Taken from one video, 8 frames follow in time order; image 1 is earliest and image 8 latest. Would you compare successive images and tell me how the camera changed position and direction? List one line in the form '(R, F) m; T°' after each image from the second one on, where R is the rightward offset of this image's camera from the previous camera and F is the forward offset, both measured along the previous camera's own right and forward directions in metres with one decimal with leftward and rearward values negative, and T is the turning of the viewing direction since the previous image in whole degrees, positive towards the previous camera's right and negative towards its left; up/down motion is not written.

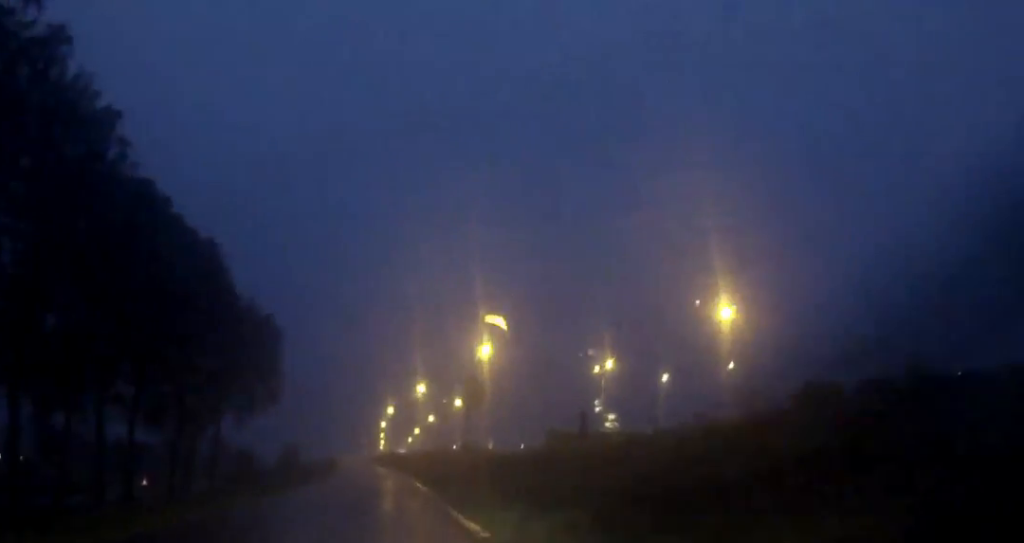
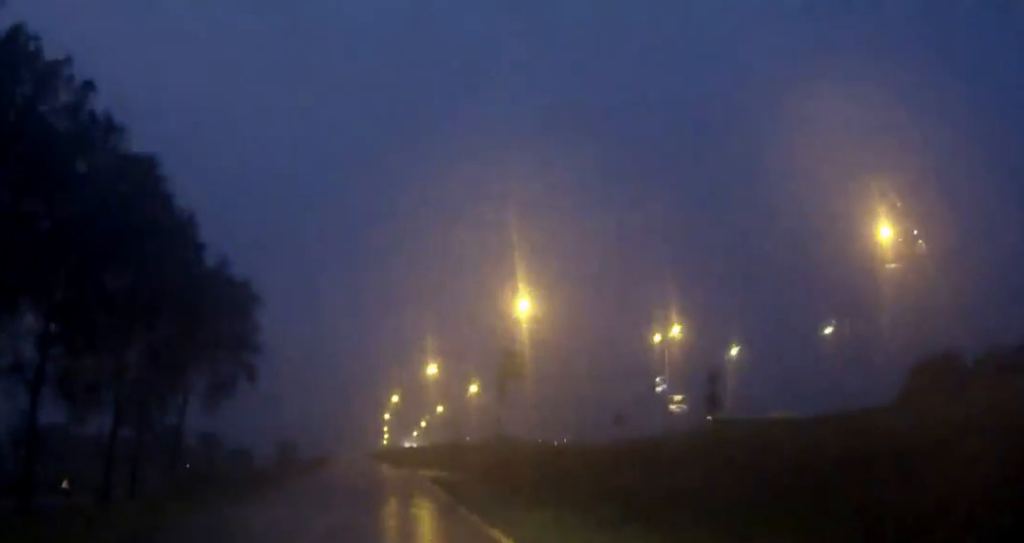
(-0.2, +21.9) m; -1°
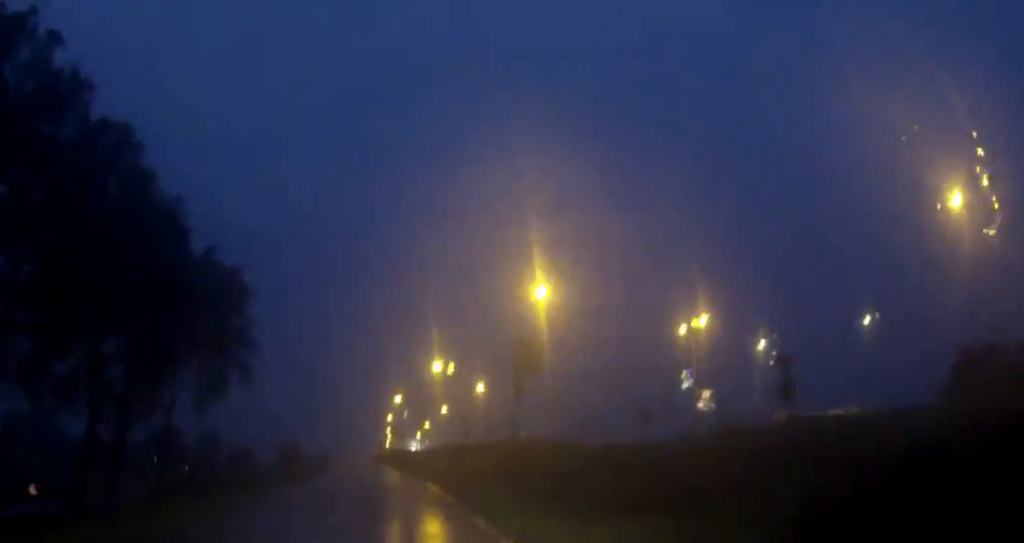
(0.0, +6.4) m; 0°
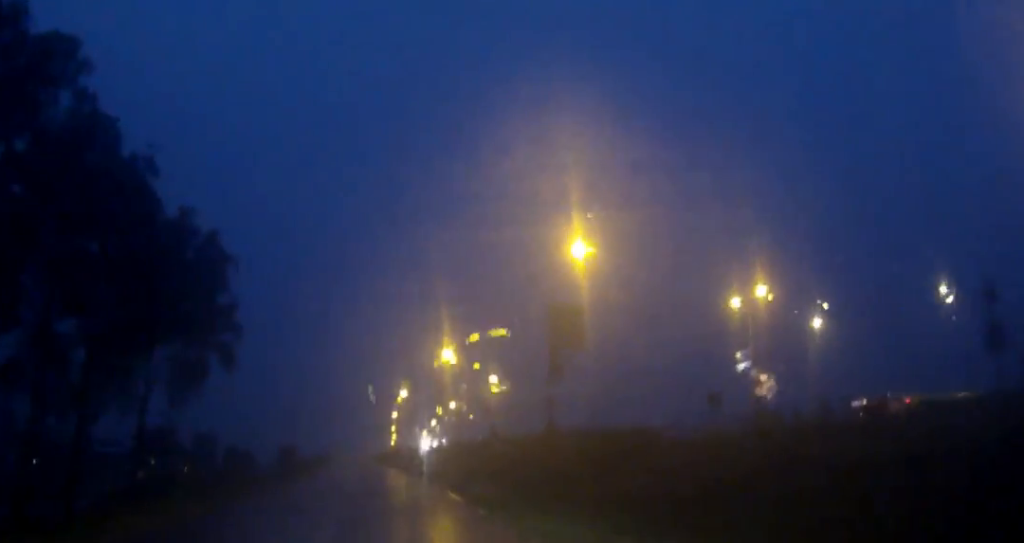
(0.0, +11.2) m; 0°
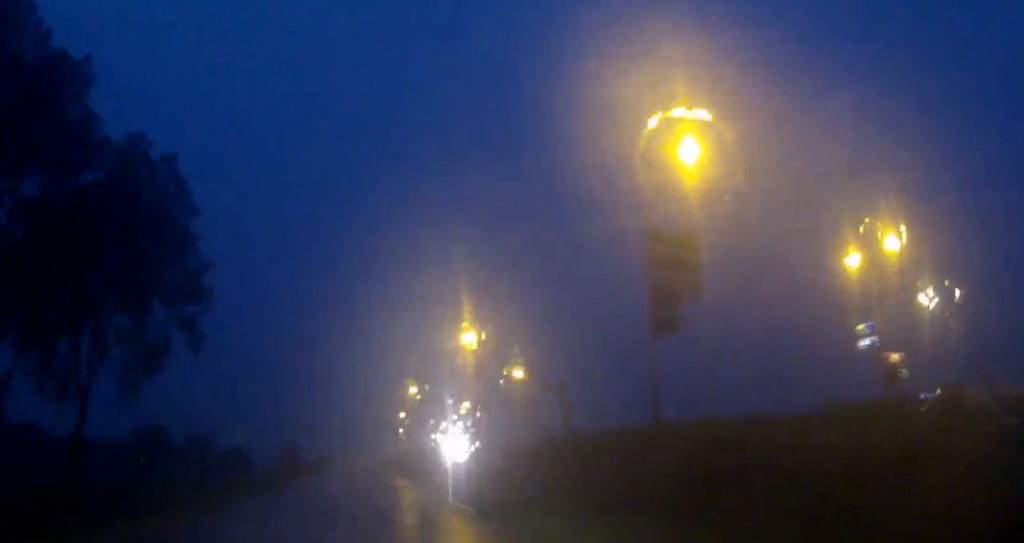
(0.0, +16.7) m; -1°
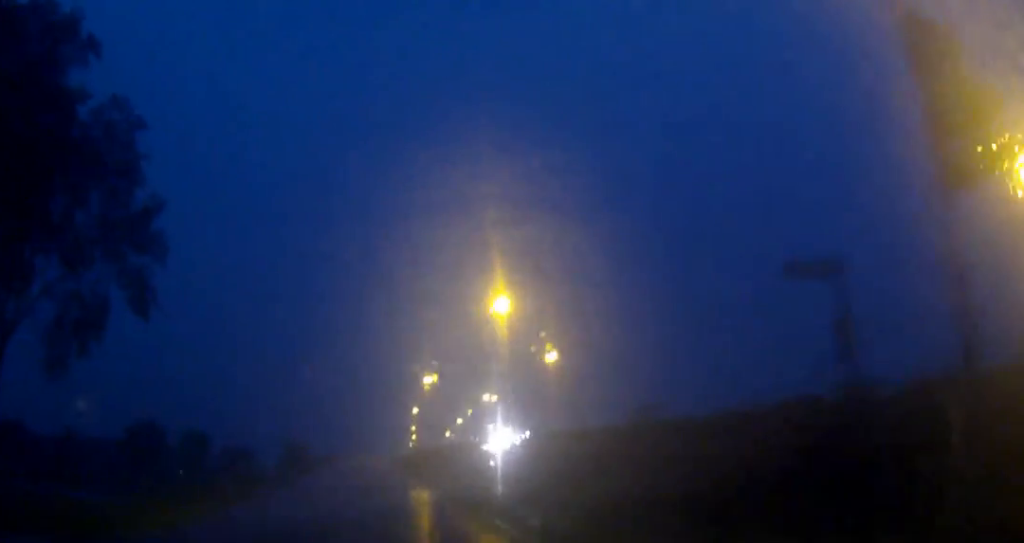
(-0.1, +16.1) m; -1°
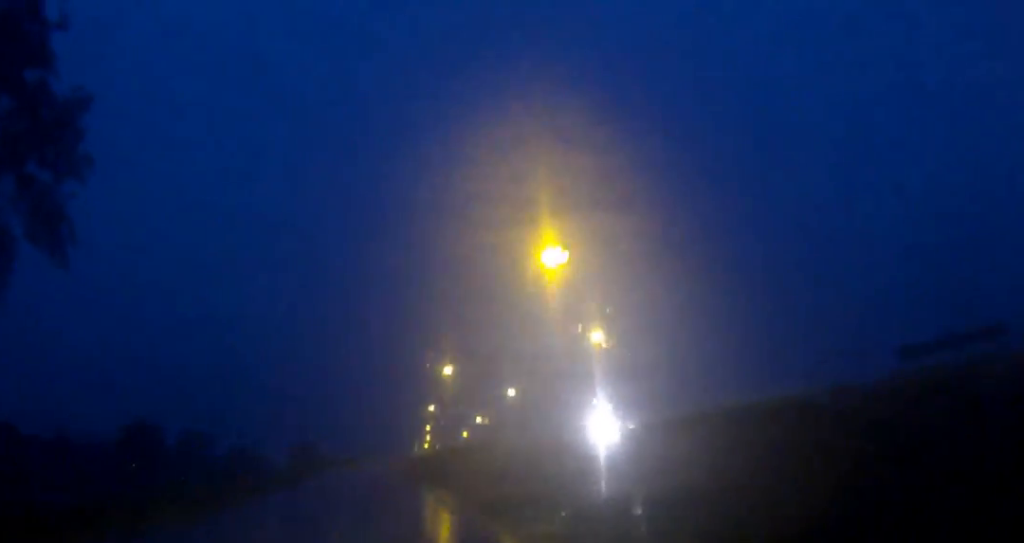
(-0.1, +14.7) m; -1°
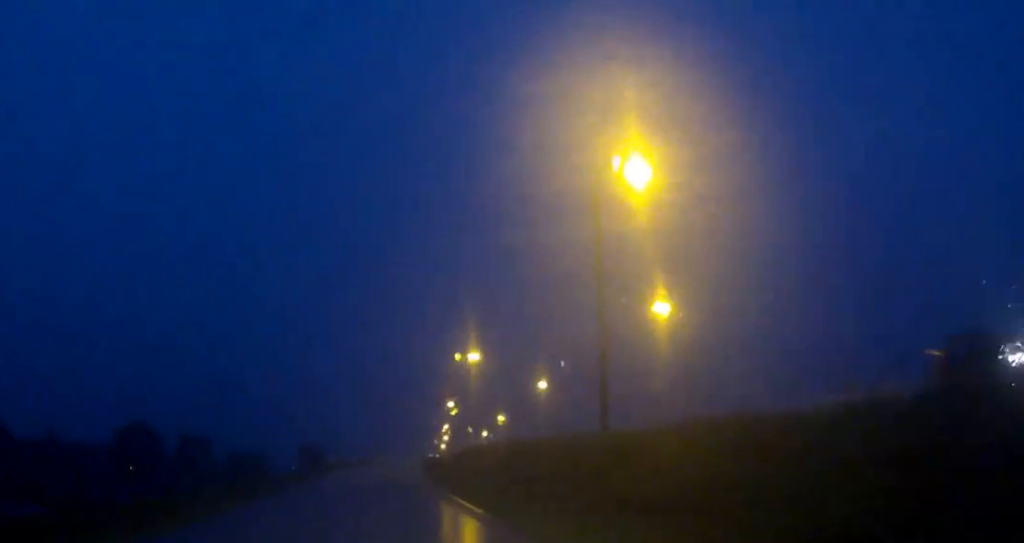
(-0.1, +15.1) m; -1°
